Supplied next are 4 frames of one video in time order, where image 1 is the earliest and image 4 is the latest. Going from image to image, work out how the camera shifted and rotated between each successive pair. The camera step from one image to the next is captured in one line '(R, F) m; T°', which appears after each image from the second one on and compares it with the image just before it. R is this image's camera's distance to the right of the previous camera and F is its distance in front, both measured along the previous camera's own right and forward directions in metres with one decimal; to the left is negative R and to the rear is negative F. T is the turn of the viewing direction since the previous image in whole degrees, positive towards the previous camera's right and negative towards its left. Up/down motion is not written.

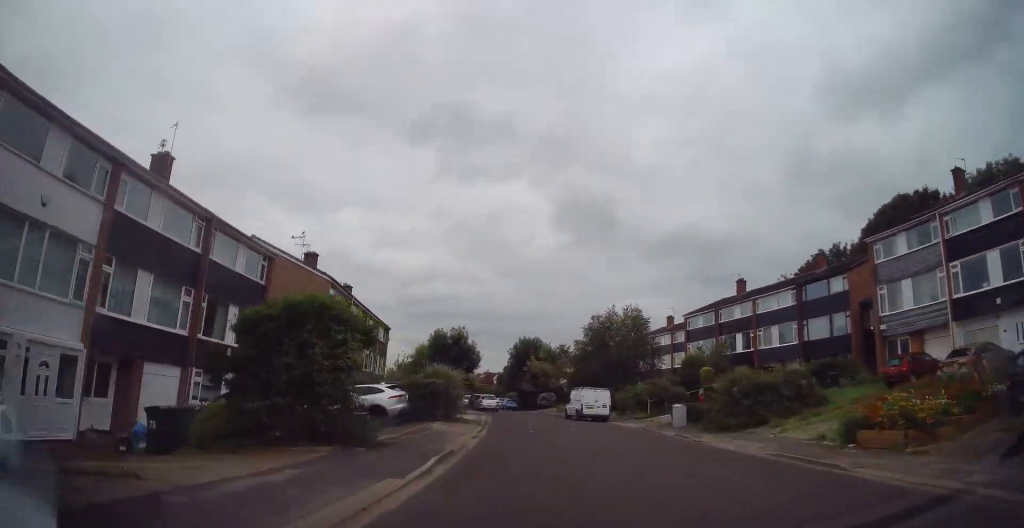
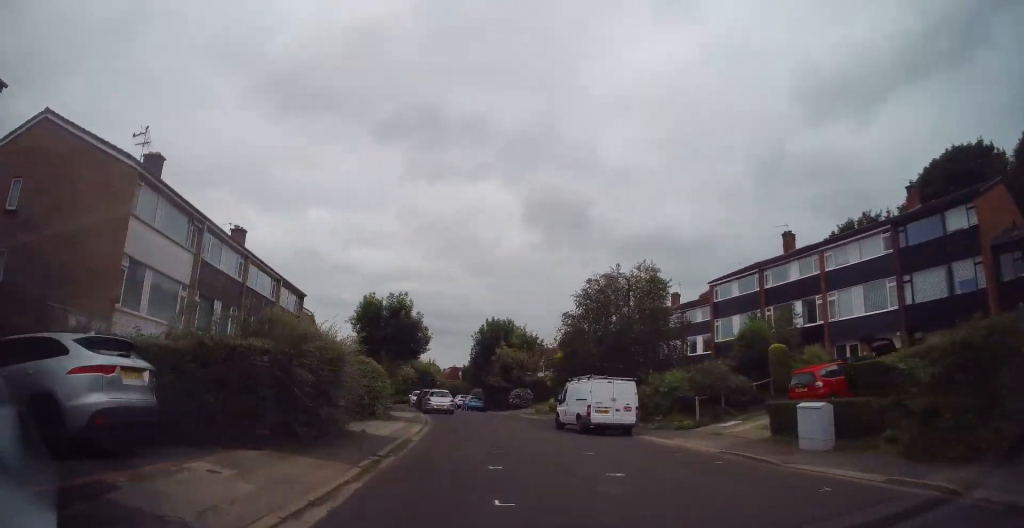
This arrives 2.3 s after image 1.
(+0.4, +14.1) m; +1°
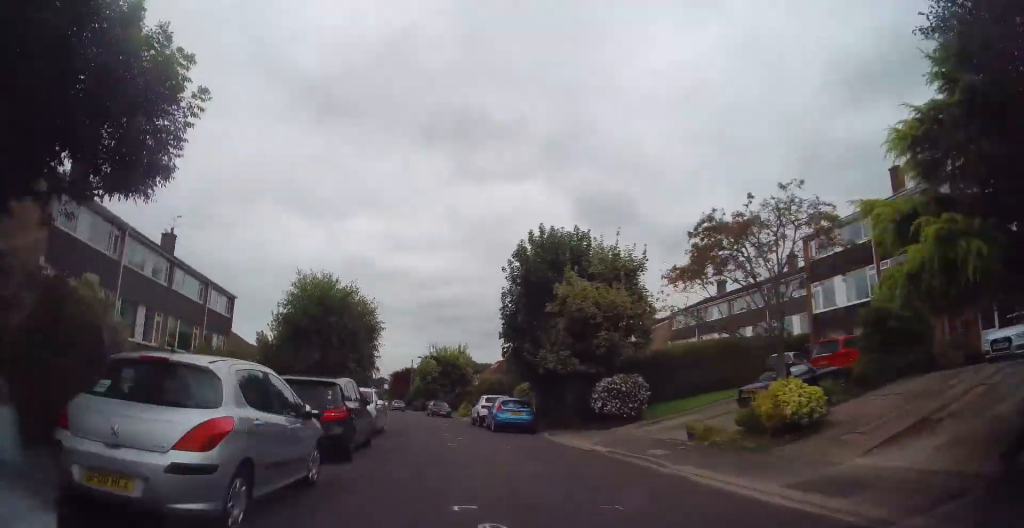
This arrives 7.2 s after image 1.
(-1.9, +29.2) m; -10°
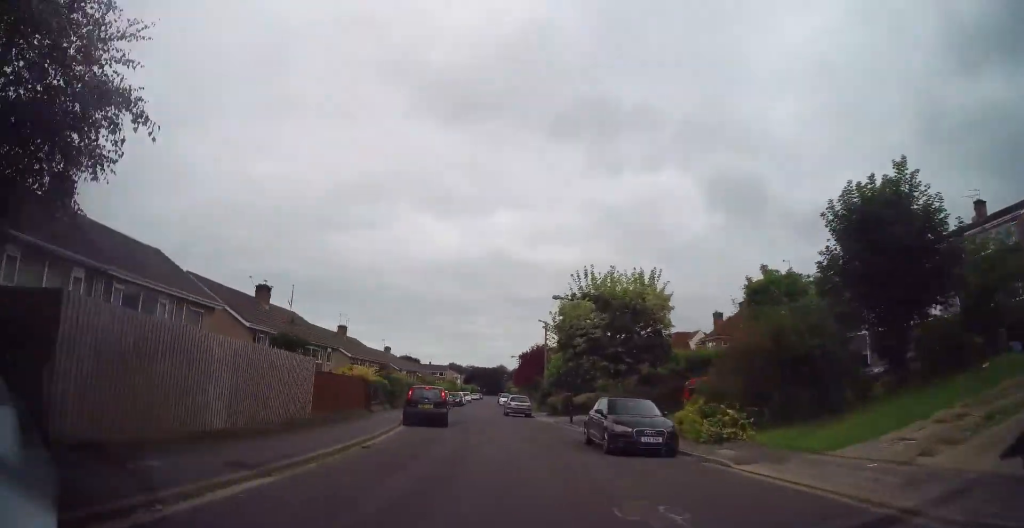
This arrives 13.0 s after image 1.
(-4.0, +34.4) m; -11°
